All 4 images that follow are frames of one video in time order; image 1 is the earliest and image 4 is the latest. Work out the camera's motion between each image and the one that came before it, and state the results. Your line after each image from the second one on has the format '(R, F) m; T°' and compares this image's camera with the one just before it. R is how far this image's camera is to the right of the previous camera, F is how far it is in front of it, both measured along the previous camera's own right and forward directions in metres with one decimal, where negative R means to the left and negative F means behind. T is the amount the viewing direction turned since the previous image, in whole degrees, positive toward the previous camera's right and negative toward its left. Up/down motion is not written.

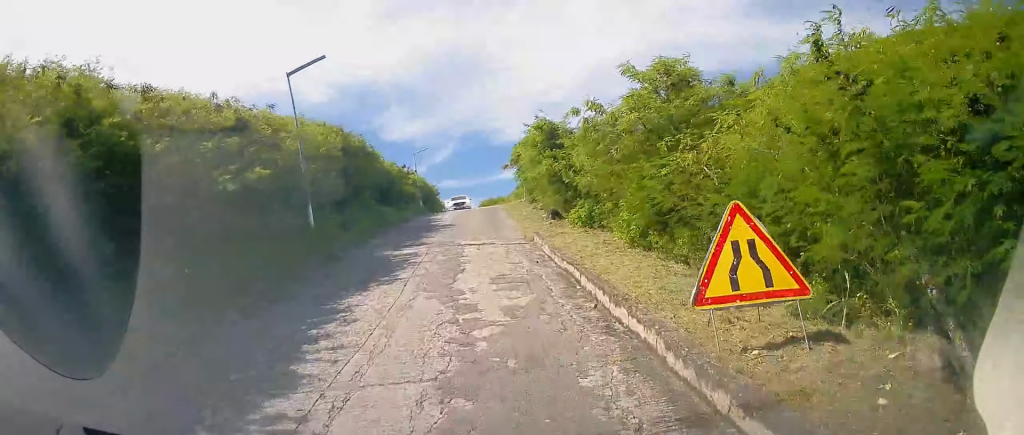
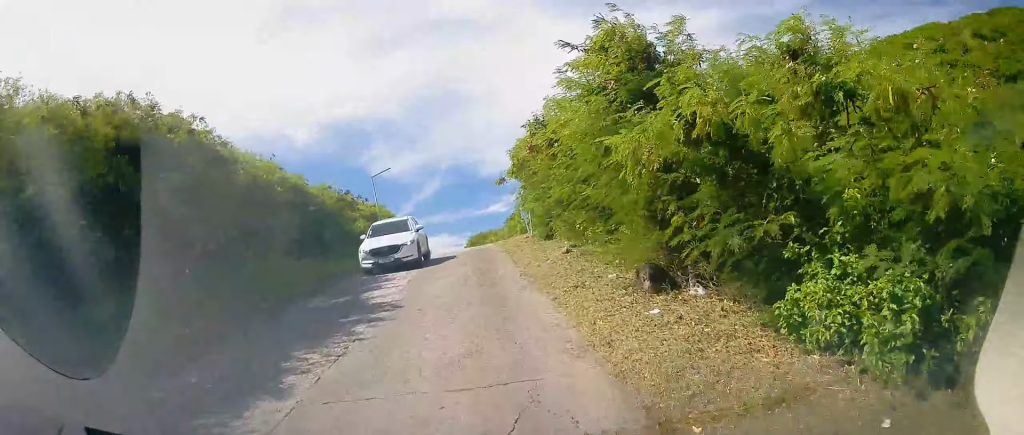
(-0.4, +13.2) m; -2°
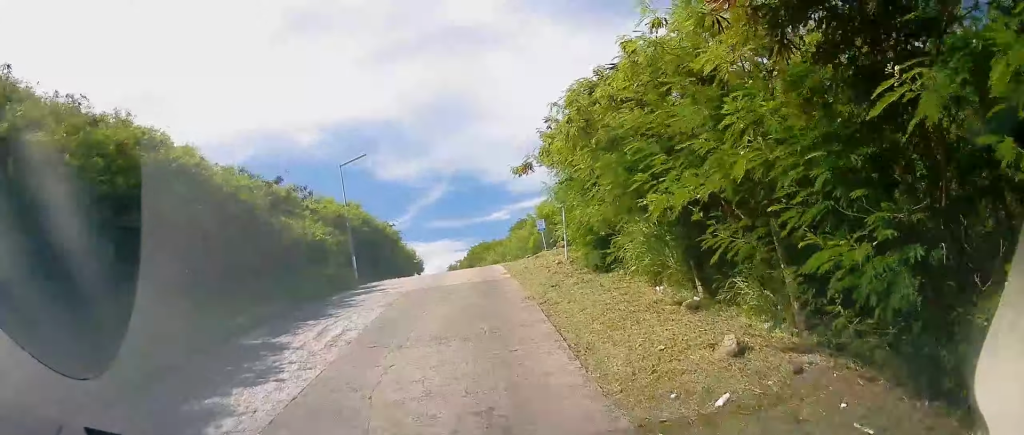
(+0.7, +9.5) m; +2°
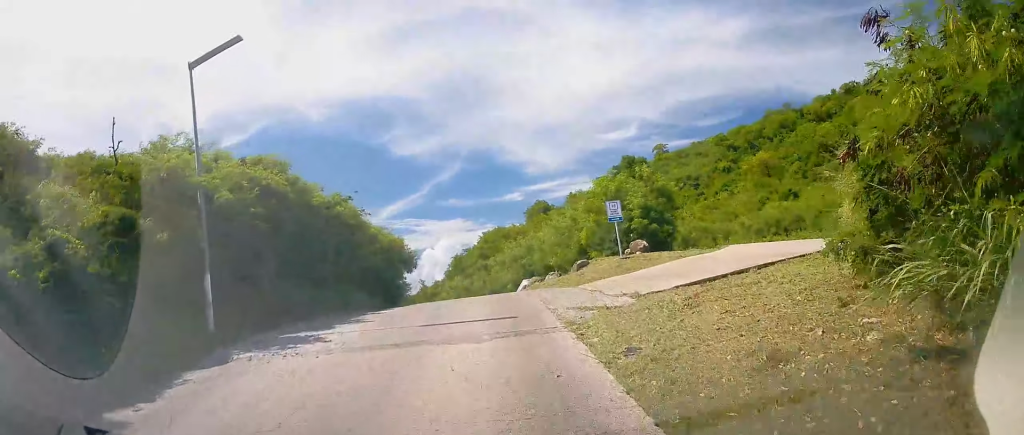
(-0.4, +14.8) m; -2°
